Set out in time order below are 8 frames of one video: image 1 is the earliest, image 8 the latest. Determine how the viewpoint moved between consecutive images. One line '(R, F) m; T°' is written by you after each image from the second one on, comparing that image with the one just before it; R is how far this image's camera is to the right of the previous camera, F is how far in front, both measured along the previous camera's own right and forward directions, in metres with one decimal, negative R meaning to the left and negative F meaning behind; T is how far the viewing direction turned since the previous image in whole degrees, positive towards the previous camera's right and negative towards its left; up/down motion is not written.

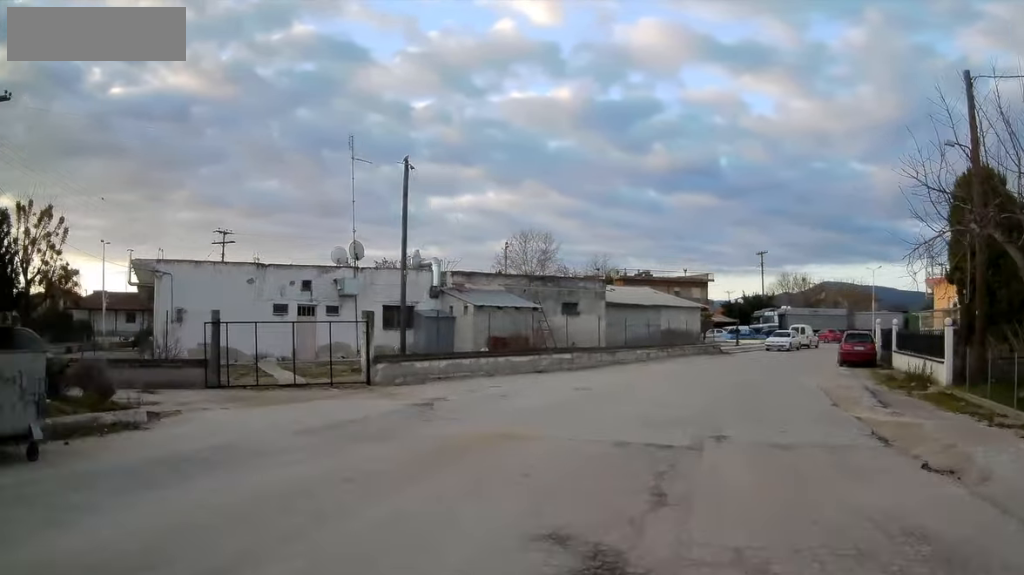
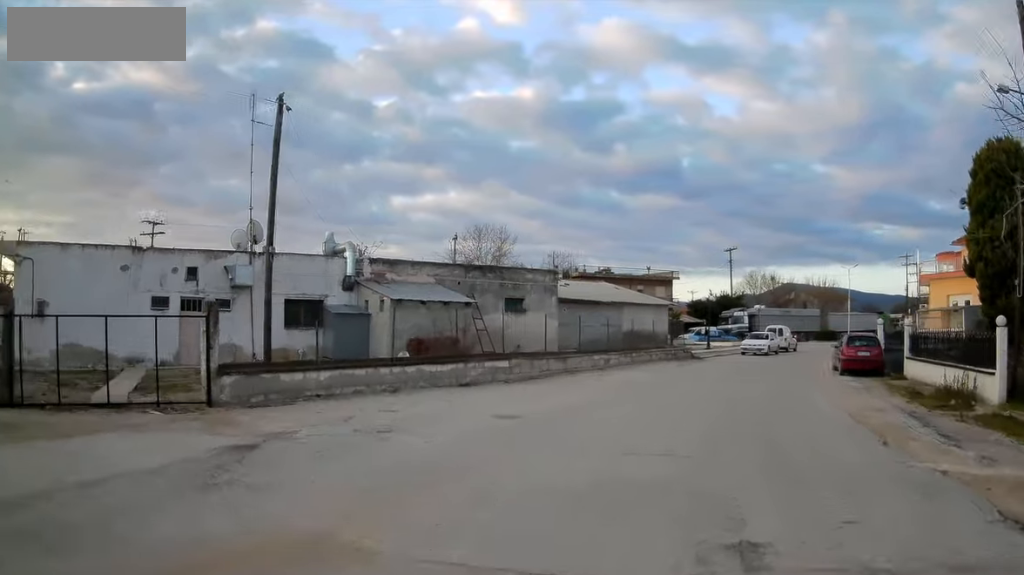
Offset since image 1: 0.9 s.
(0.0, +5.1) m; +2°
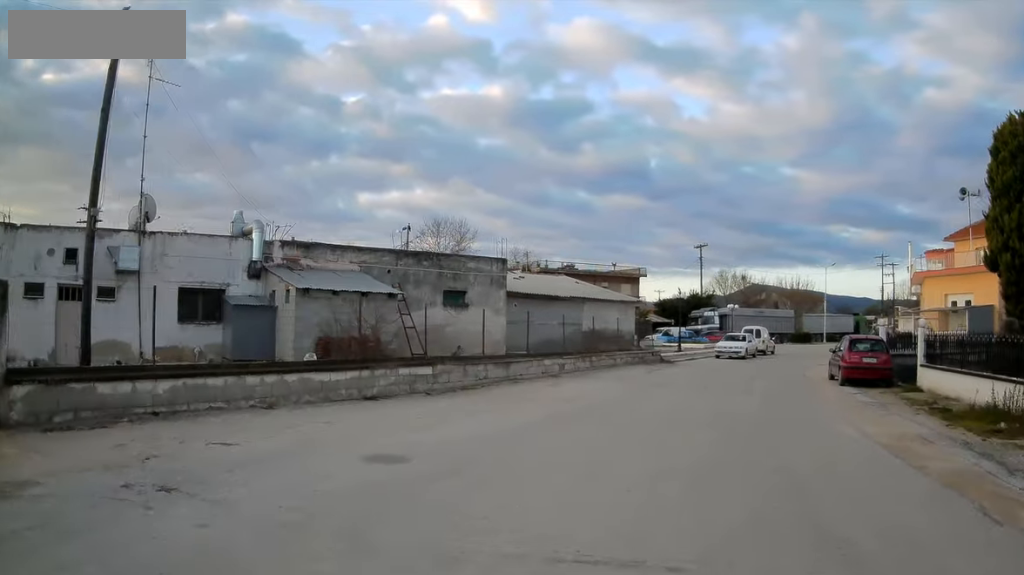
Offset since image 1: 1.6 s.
(0.0, +3.9) m; +3°
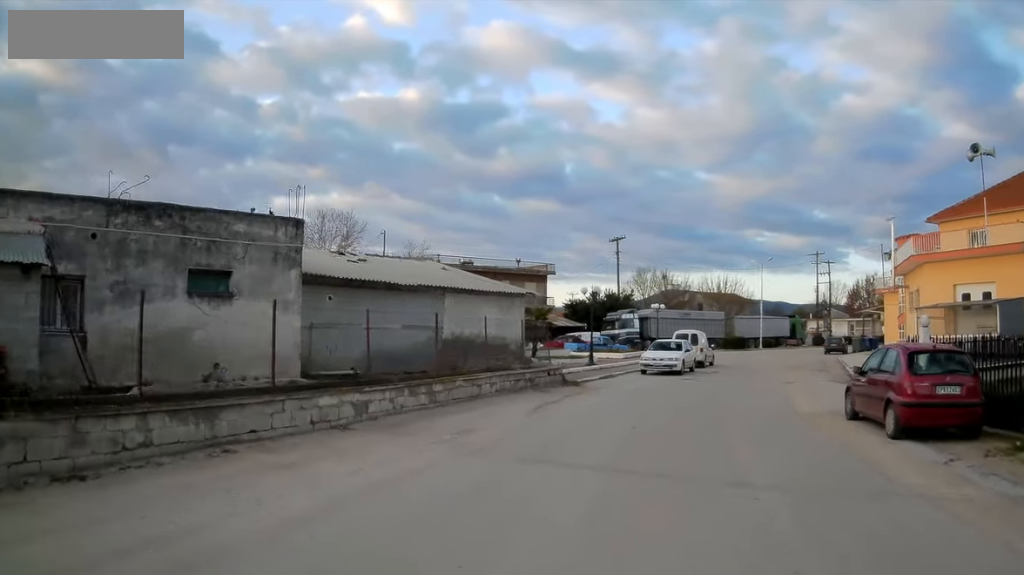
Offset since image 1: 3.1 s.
(+0.7, +9.1) m; +9°
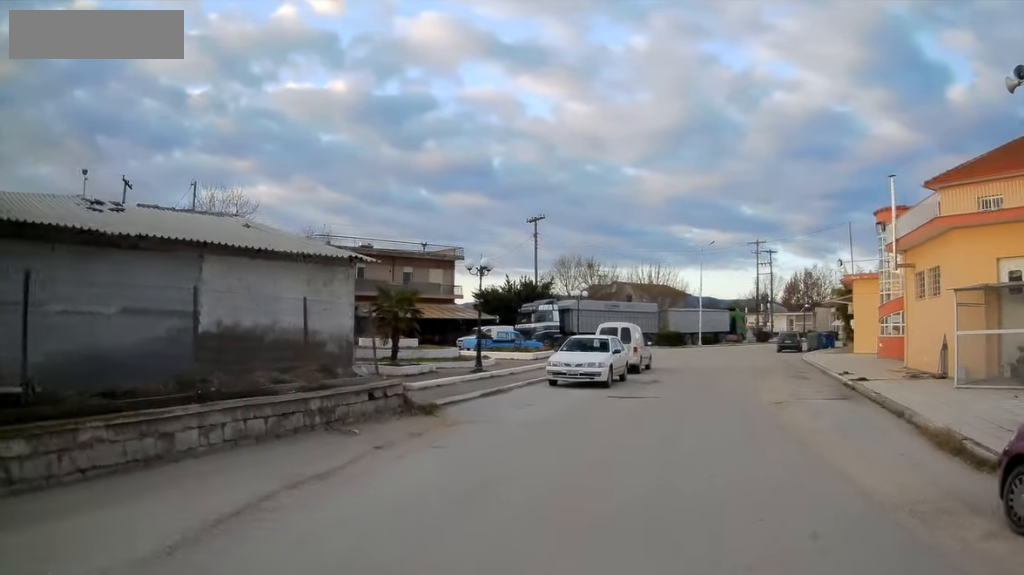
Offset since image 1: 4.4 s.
(+0.5, +7.9) m; +6°
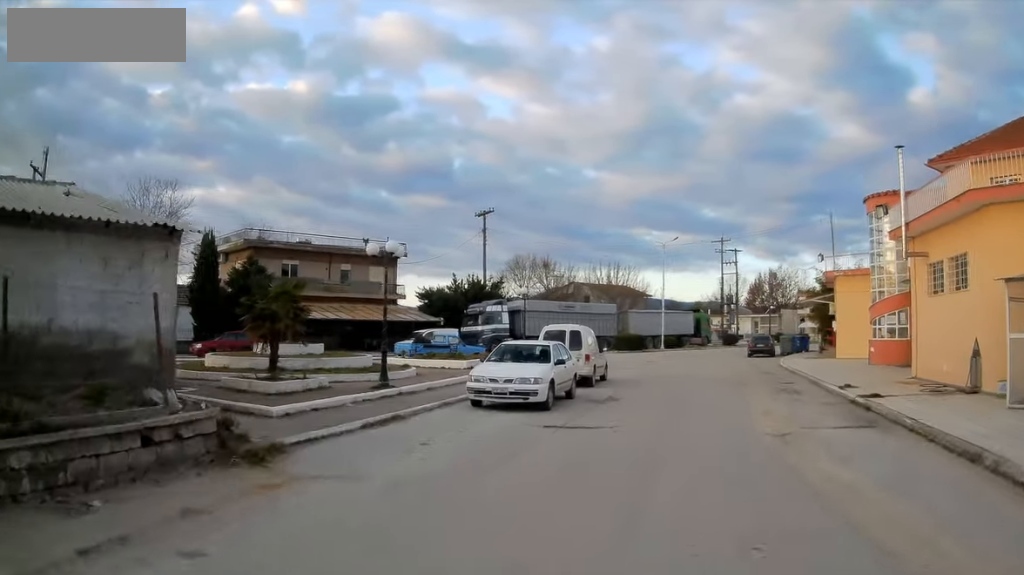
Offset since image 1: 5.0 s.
(+0.1, +4.5) m; +2°
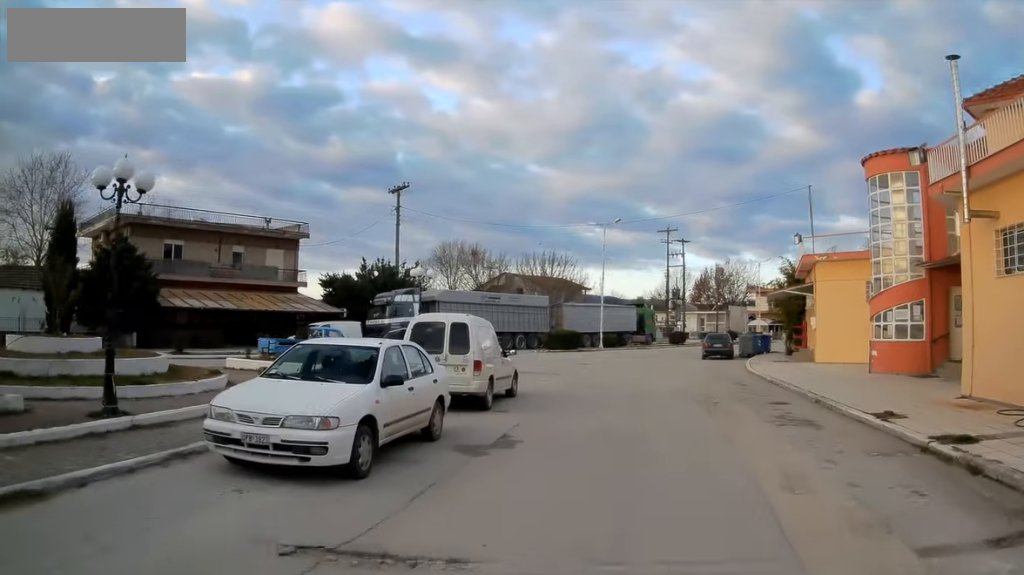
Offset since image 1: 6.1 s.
(+0.2, +7.0) m; +6°
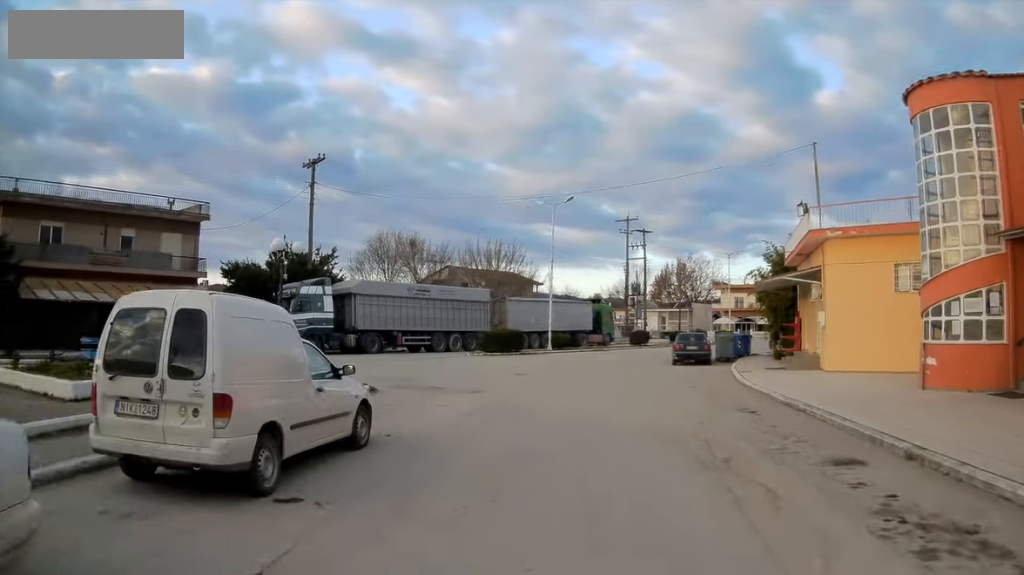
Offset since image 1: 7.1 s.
(+0.6, +6.8) m; +6°
